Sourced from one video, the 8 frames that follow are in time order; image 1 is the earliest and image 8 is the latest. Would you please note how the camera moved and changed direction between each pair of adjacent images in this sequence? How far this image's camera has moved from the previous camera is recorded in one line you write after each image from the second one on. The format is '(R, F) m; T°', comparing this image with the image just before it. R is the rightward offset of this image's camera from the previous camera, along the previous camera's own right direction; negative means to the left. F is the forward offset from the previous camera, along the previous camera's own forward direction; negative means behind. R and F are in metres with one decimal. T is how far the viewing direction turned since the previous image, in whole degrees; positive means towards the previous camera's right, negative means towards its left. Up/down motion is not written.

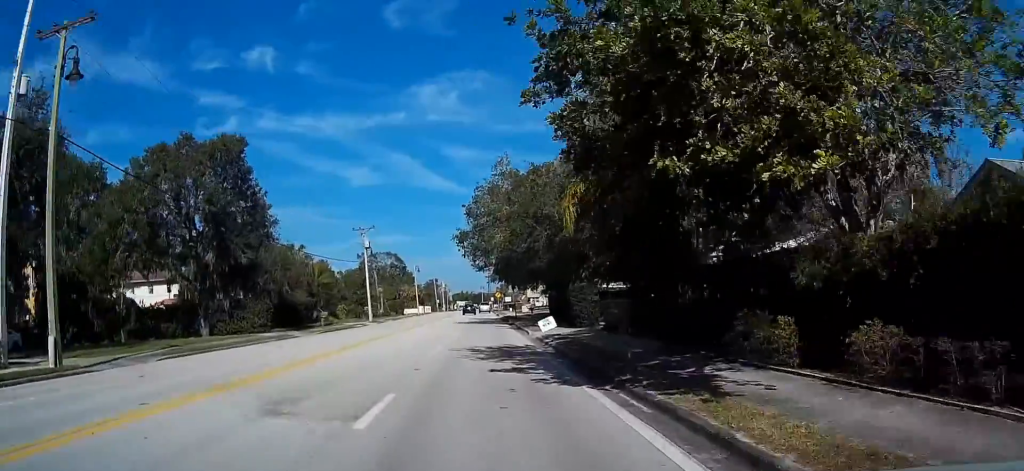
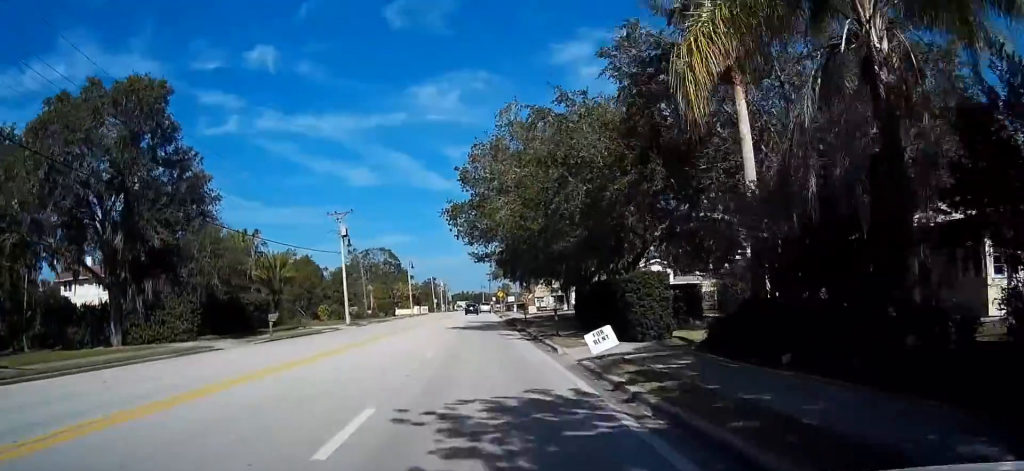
(-0.2, +13.8) m; 0°
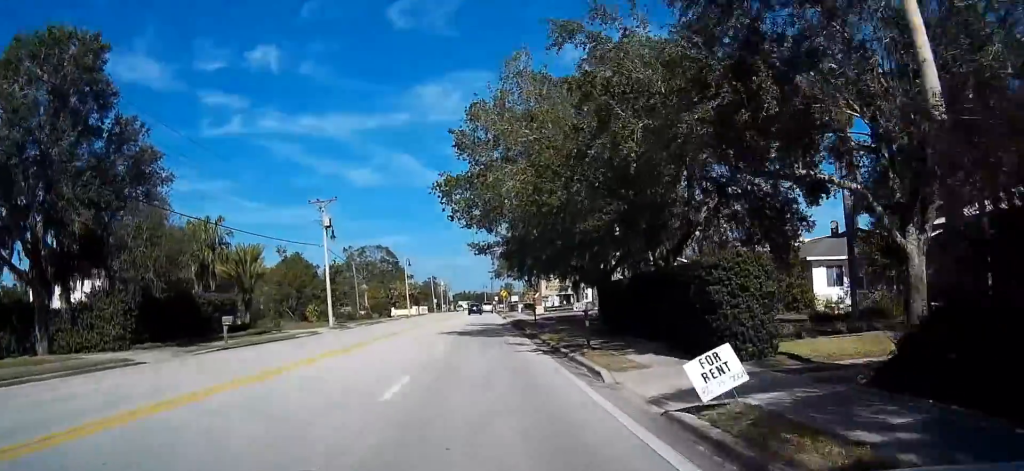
(0.0, +8.0) m; 0°
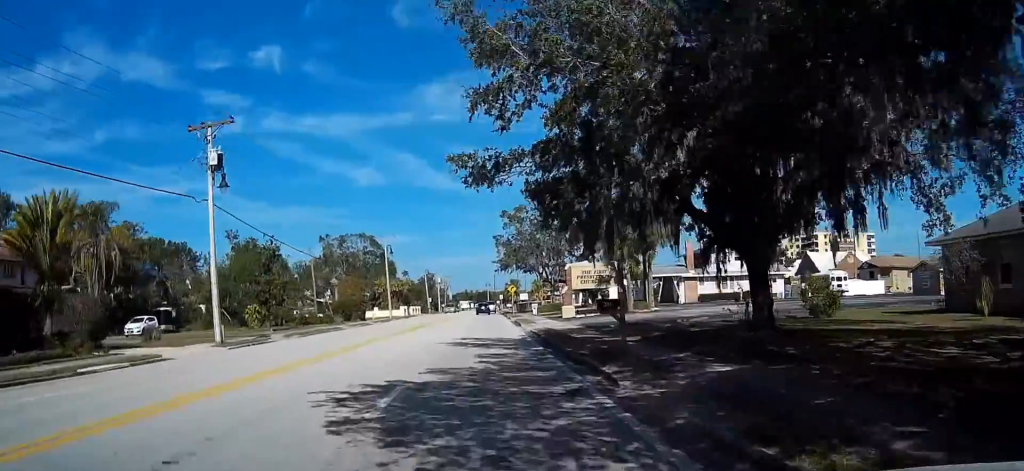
(+0.2, +26.0) m; 0°
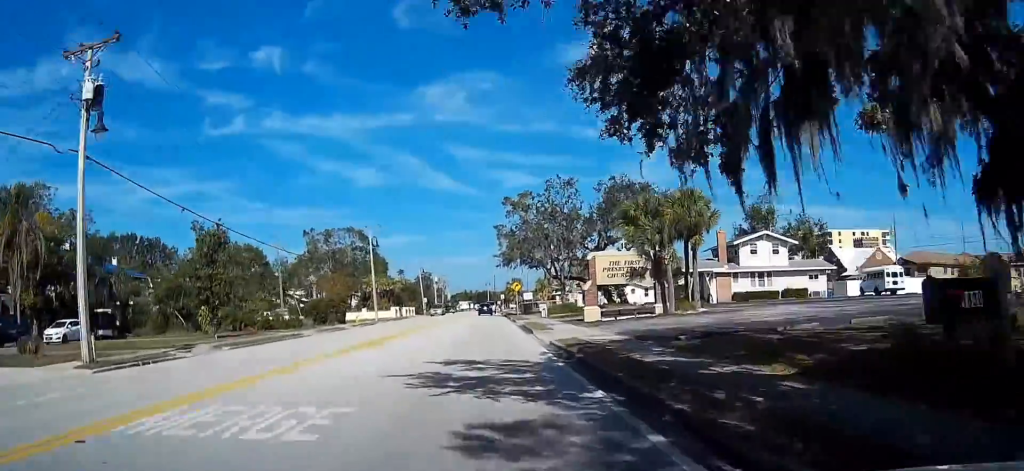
(0.0, +12.2) m; 0°
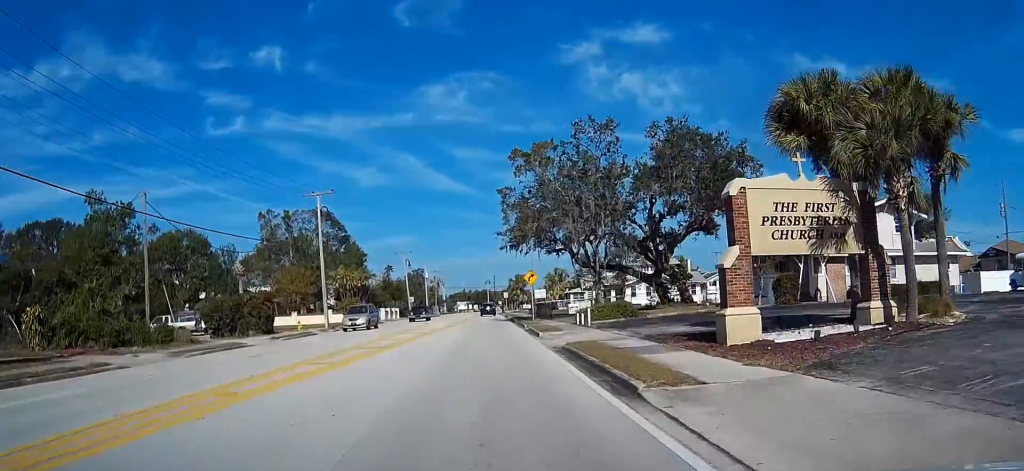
(-0.1, +25.4) m; -1°
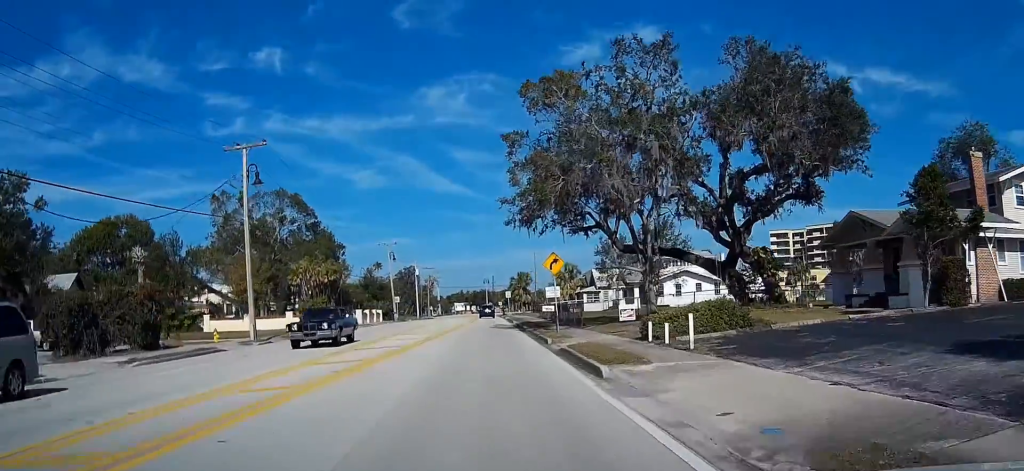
(-0.1, +17.9) m; -1°
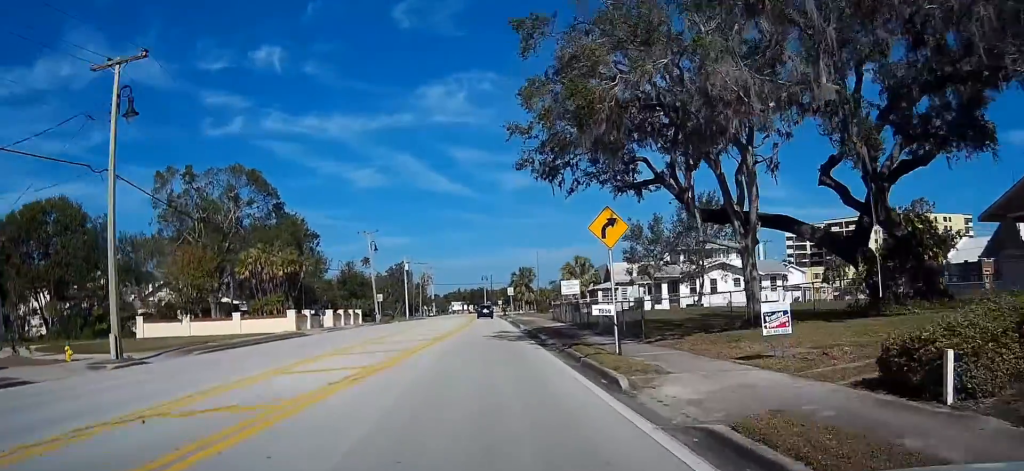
(-0.1, +15.3) m; 0°
